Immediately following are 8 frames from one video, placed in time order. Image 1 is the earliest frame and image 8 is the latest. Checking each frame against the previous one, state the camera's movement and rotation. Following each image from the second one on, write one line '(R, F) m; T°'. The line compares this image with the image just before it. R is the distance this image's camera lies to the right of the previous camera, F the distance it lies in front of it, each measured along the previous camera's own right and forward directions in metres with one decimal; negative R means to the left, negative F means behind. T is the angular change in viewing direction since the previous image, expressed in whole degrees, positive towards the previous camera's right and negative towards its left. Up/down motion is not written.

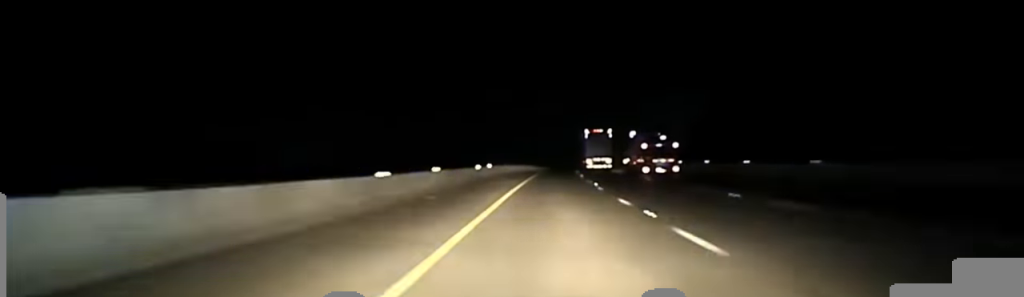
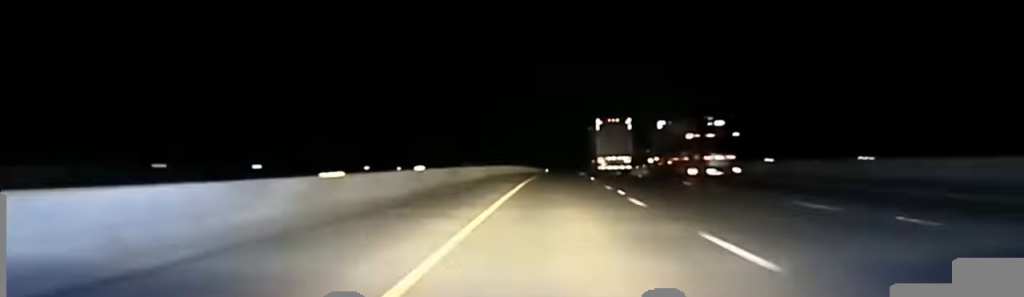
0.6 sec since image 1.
(+0.3, +44.4) m; +1°
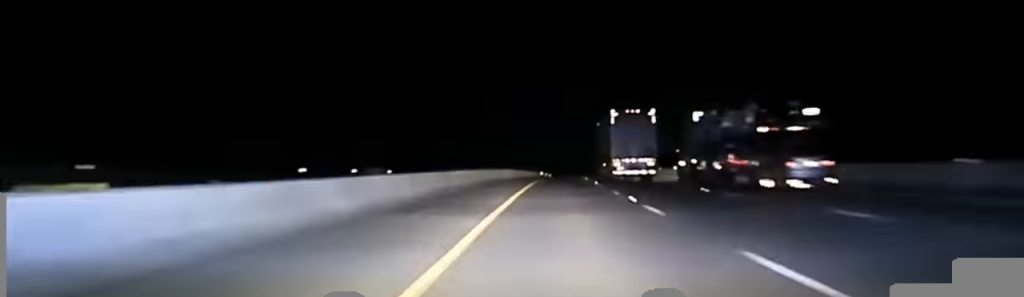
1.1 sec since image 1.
(0.0, +30.8) m; 0°
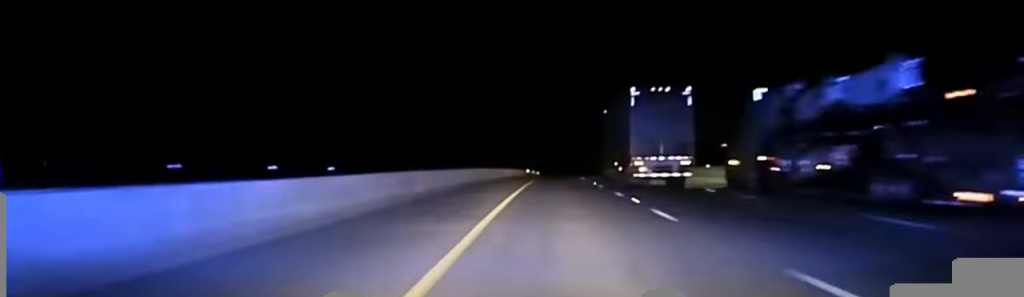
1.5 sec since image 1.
(+0.2, +27.6) m; 0°
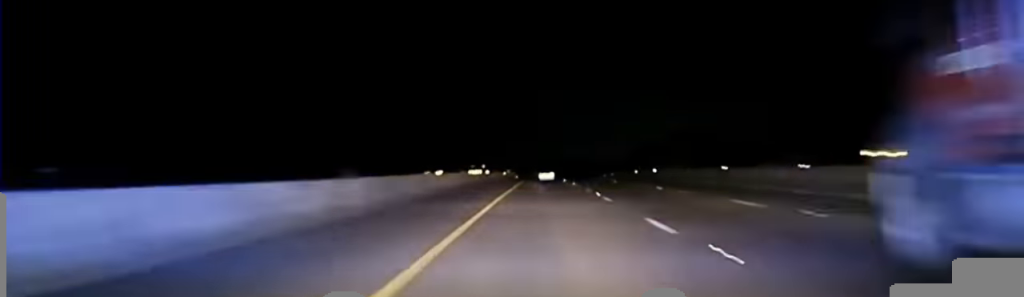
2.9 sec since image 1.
(+1.2, +83.0) m; +2°
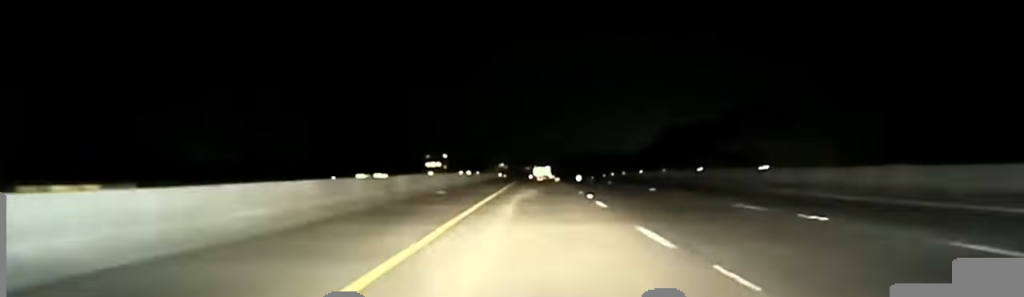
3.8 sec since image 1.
(+0.2, +45.4) m; 0°
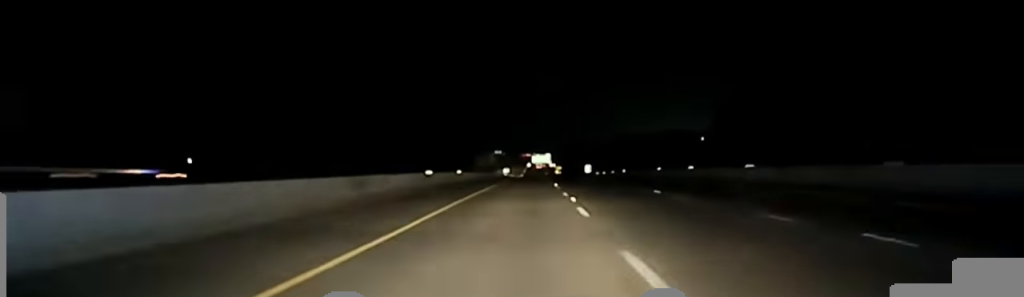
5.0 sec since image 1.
(-0.2, +72.3) m; 0°
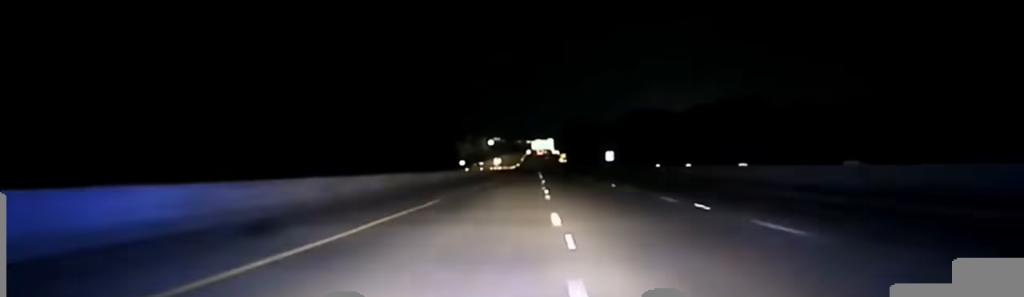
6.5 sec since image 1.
(+0.2, +88.3) m; 0°
